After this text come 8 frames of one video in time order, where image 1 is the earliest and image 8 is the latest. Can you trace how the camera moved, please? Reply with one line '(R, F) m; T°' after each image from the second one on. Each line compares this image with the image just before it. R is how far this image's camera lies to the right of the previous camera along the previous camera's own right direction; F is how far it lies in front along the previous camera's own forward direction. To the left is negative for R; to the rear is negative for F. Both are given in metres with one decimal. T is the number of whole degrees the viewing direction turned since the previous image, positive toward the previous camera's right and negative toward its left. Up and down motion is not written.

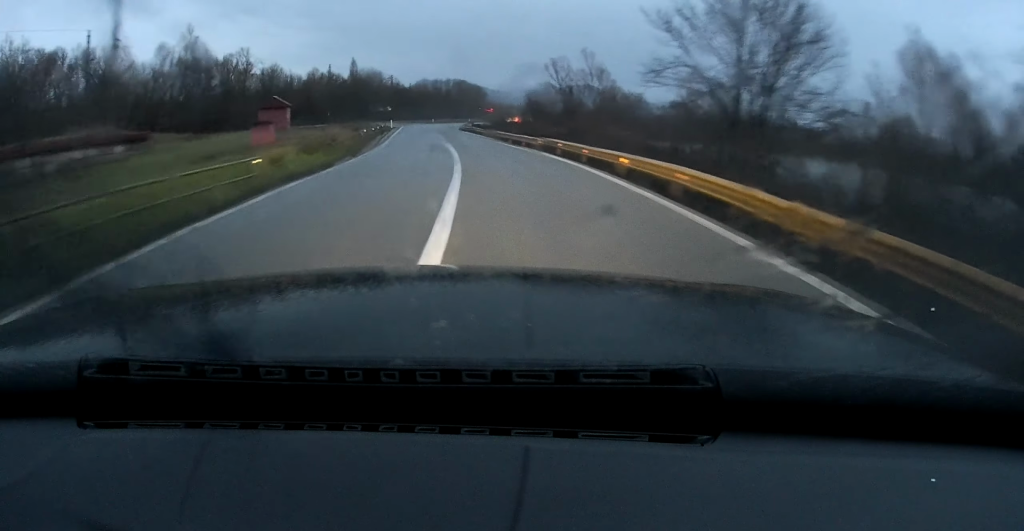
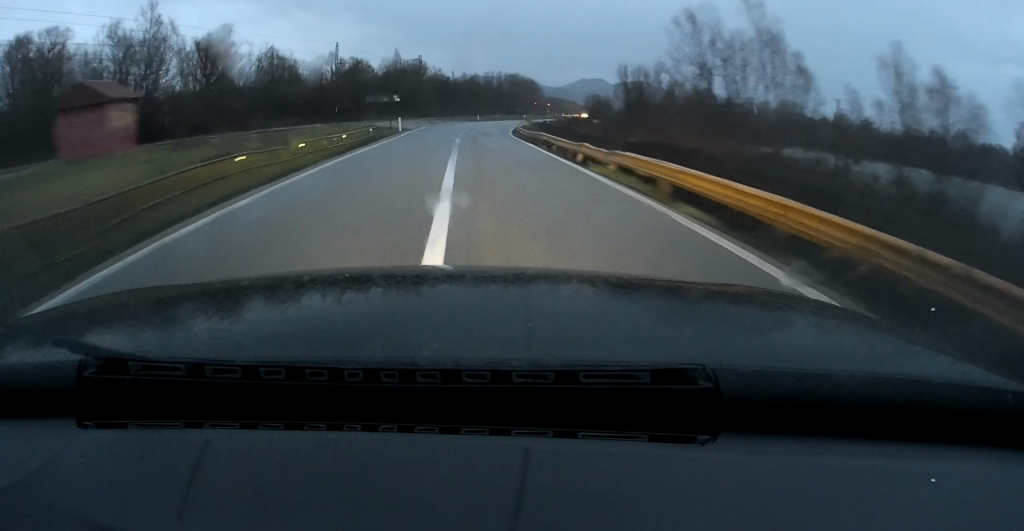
(-1.0, +27.9) m; -2°
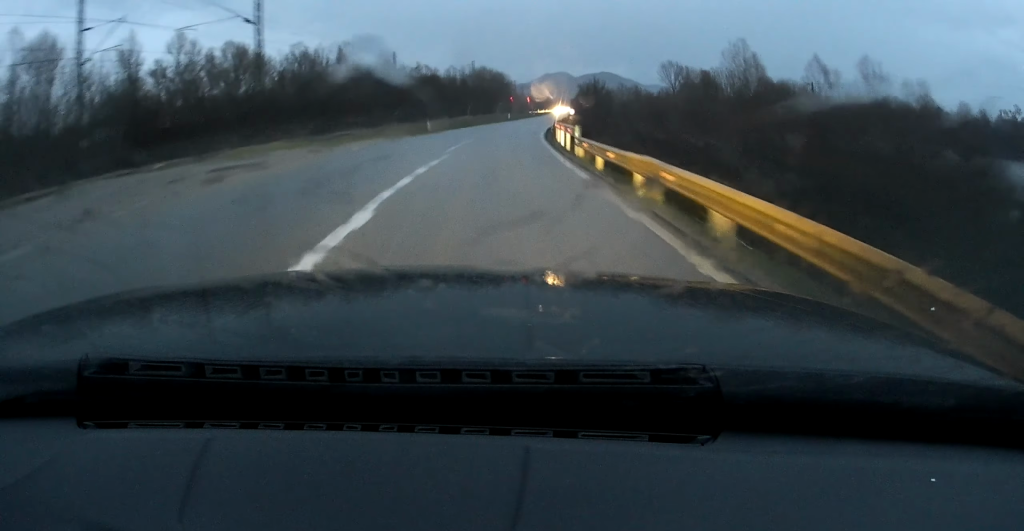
(-0.9, +50.2) m; +2°
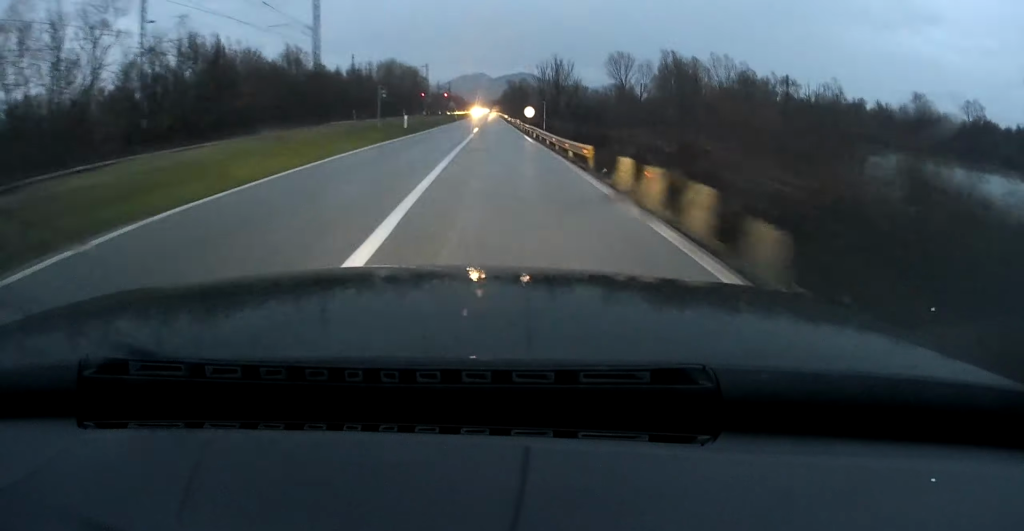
(+2.7, +52.8) m; +5°
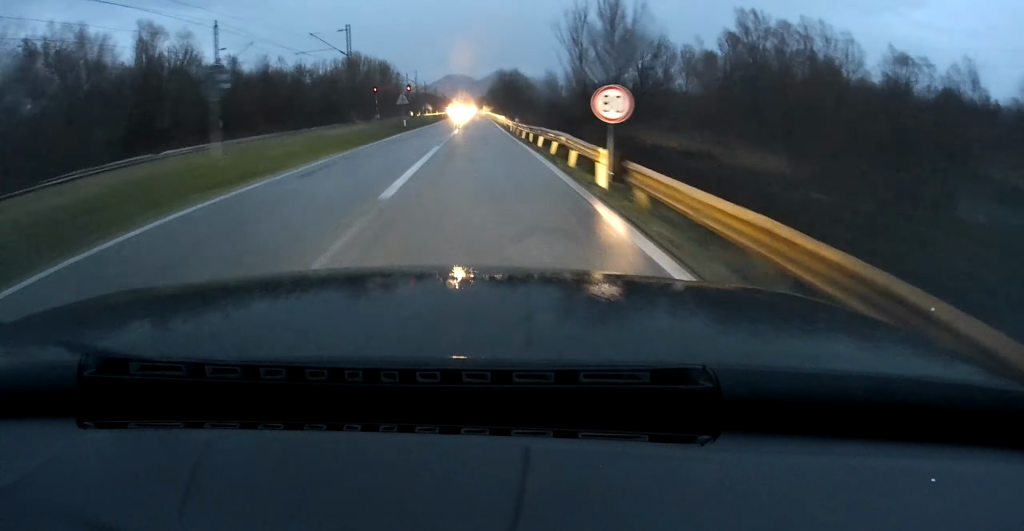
(+1.3, +45.3) m; +2°
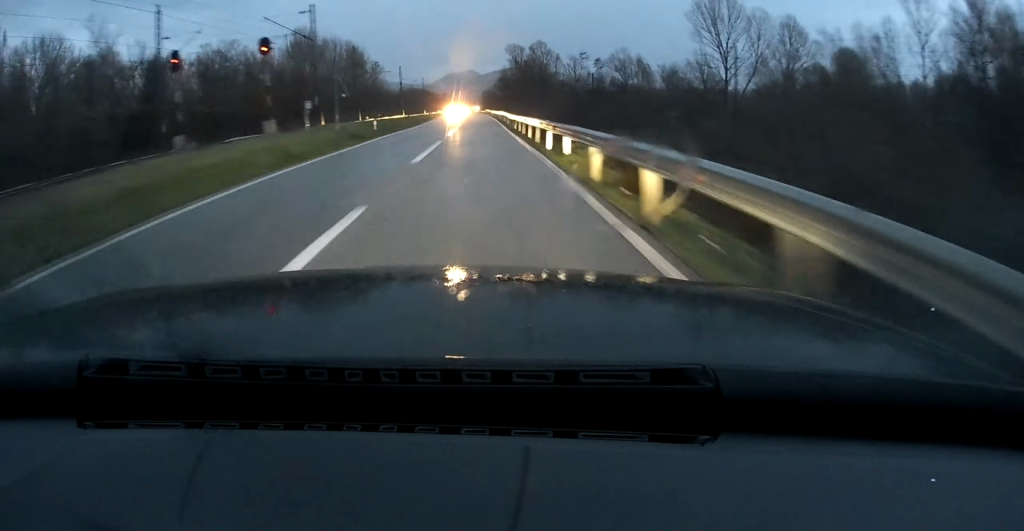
(+0.1, +65.2) m; 0°
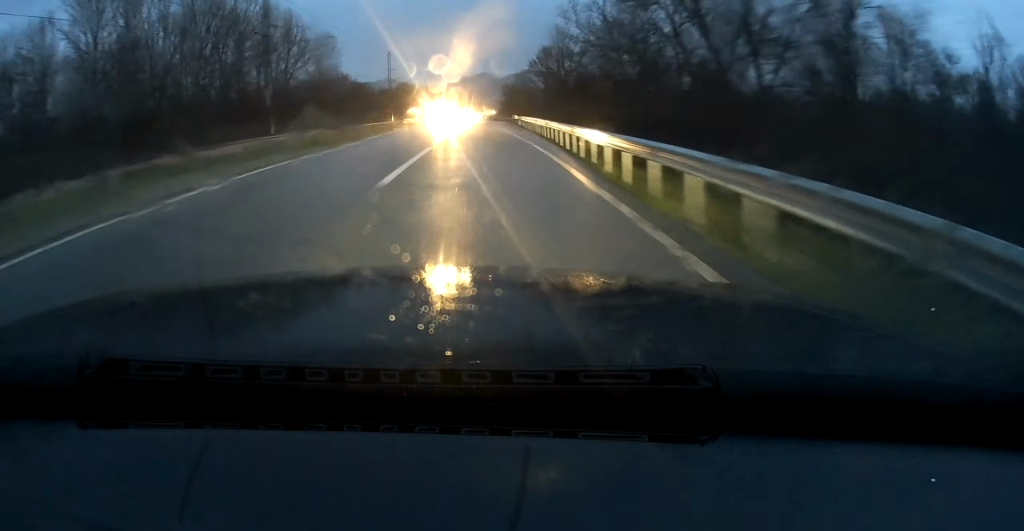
(-0.6, +87.5) m; -1°
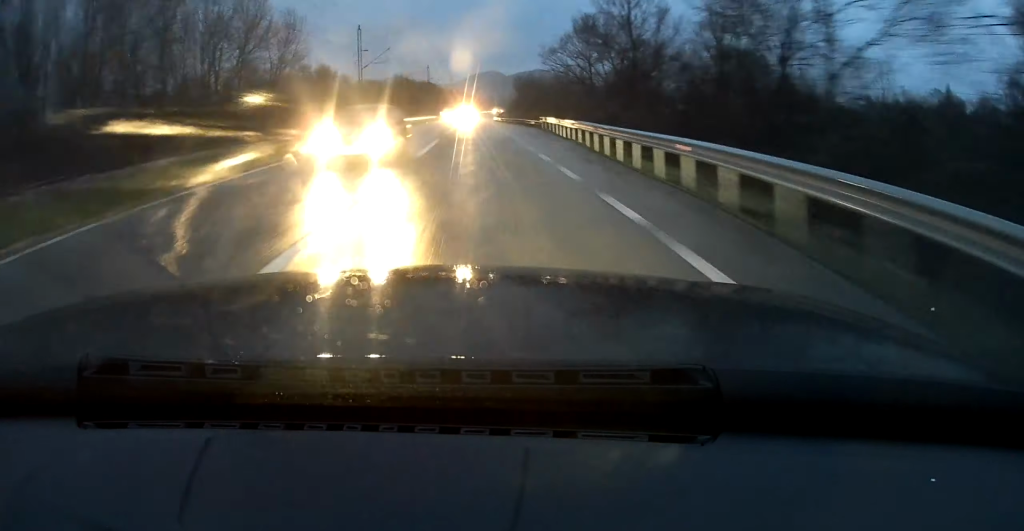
(-0.2, +27.2) m; -1°
